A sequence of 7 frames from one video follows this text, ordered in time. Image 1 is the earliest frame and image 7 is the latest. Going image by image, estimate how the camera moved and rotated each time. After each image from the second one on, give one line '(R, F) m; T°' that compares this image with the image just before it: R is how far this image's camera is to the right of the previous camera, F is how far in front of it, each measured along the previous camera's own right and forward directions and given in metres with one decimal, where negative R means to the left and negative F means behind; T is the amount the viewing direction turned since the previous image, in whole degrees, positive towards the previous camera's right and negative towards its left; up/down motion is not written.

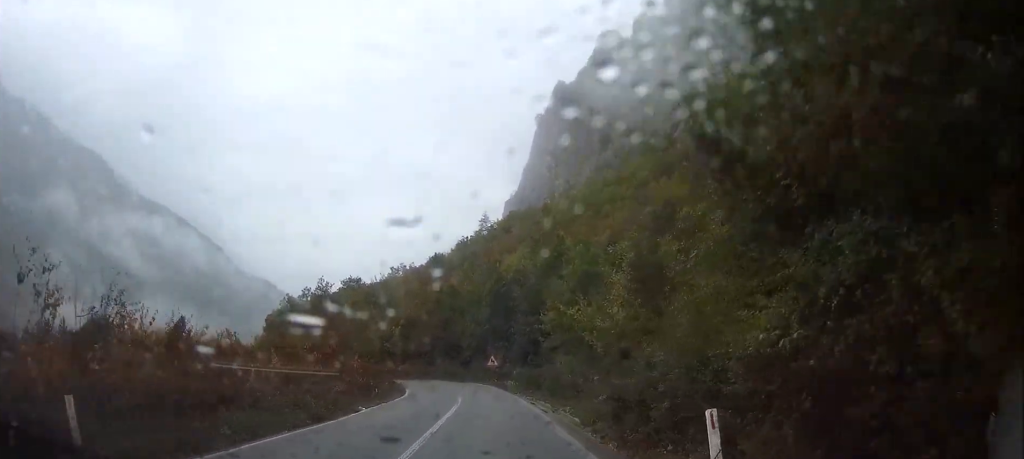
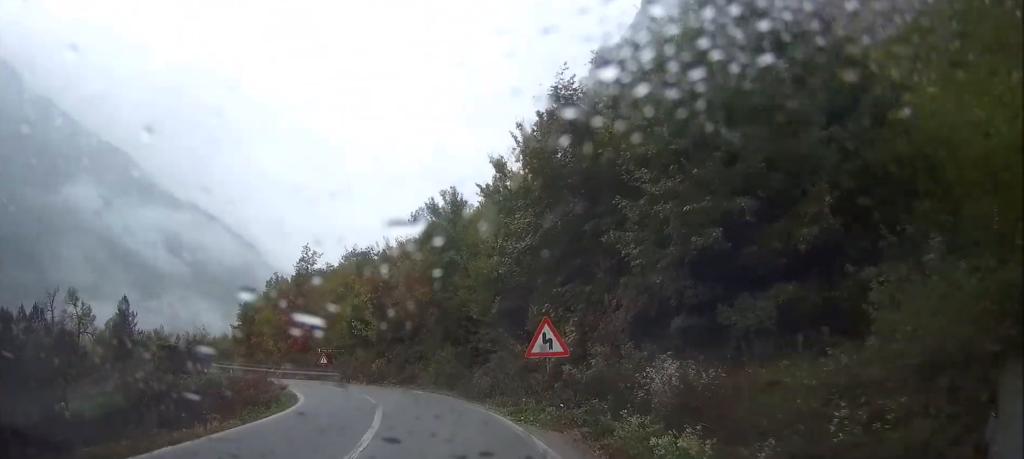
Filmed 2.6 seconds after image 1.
(+0.3, +35.7) m; -4°
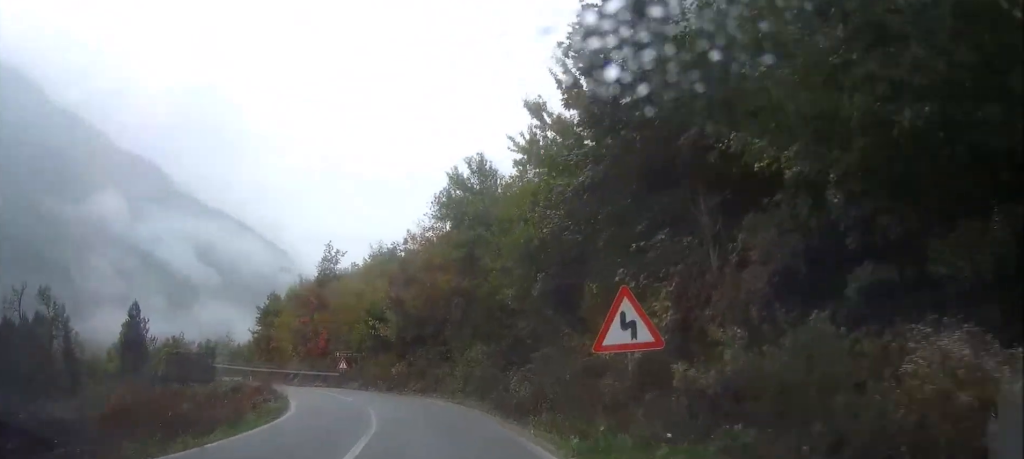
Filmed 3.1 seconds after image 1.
(0.0, +6.7) m; -4°
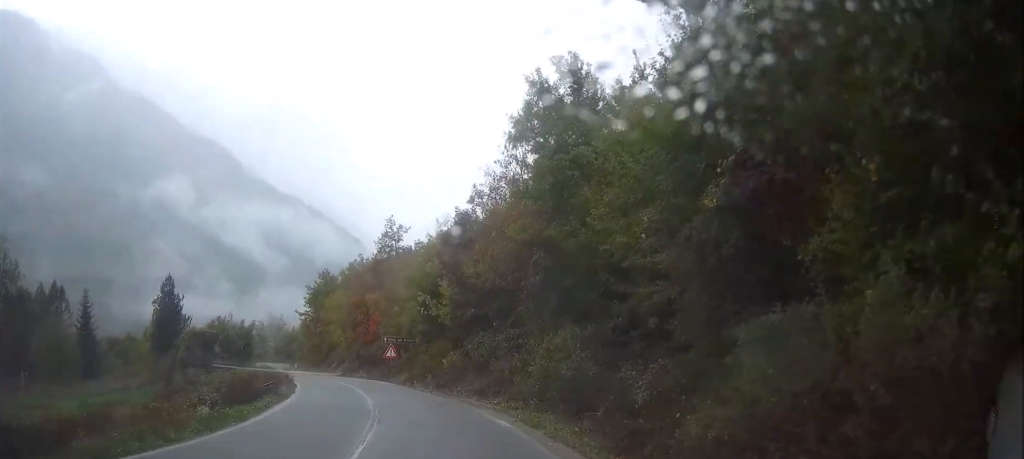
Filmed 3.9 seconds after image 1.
(-0.7, +10.0) m; -7°
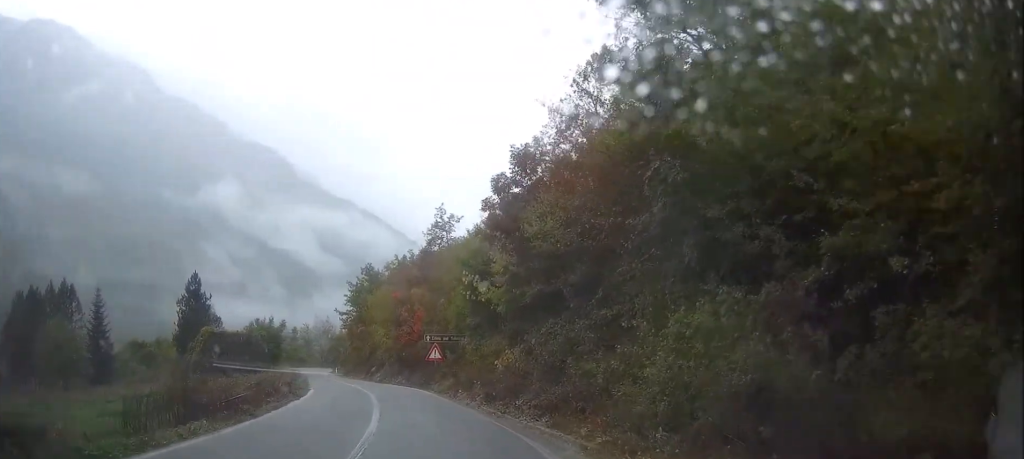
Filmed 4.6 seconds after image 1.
(-0.5, +8.4) m; -6°
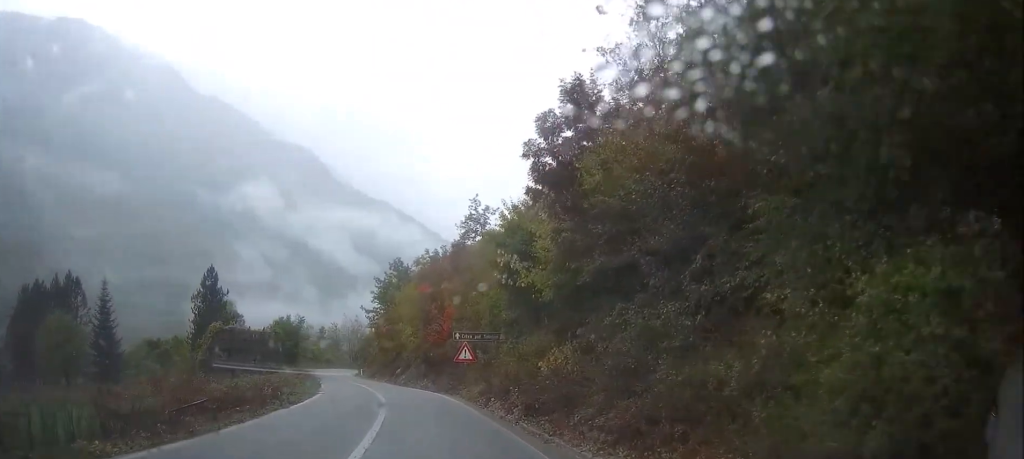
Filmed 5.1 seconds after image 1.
(-0.2, +5.1) m; -3°
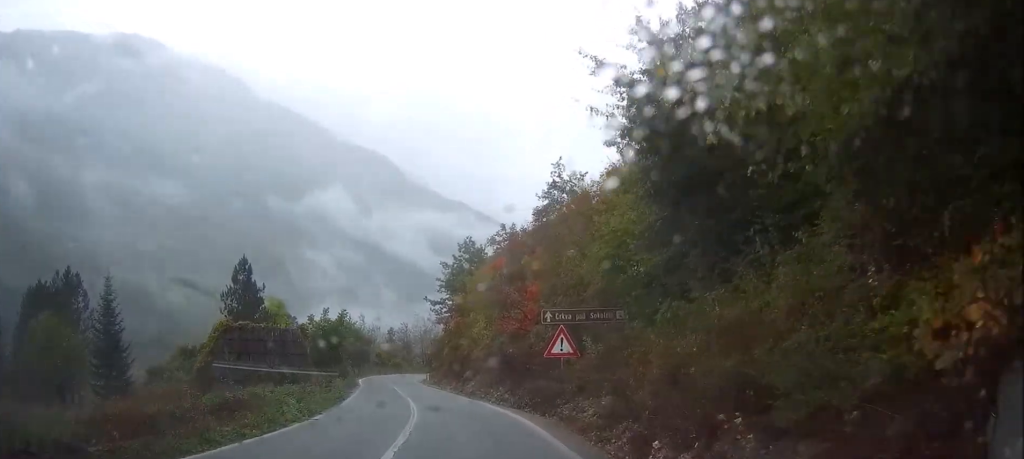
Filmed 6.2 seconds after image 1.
(-0.8, +13.2) m; -7°
